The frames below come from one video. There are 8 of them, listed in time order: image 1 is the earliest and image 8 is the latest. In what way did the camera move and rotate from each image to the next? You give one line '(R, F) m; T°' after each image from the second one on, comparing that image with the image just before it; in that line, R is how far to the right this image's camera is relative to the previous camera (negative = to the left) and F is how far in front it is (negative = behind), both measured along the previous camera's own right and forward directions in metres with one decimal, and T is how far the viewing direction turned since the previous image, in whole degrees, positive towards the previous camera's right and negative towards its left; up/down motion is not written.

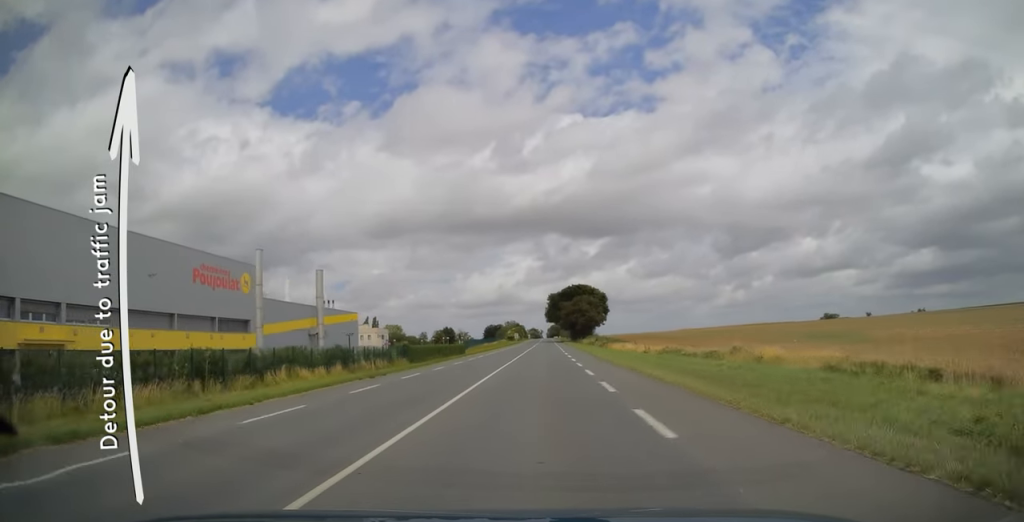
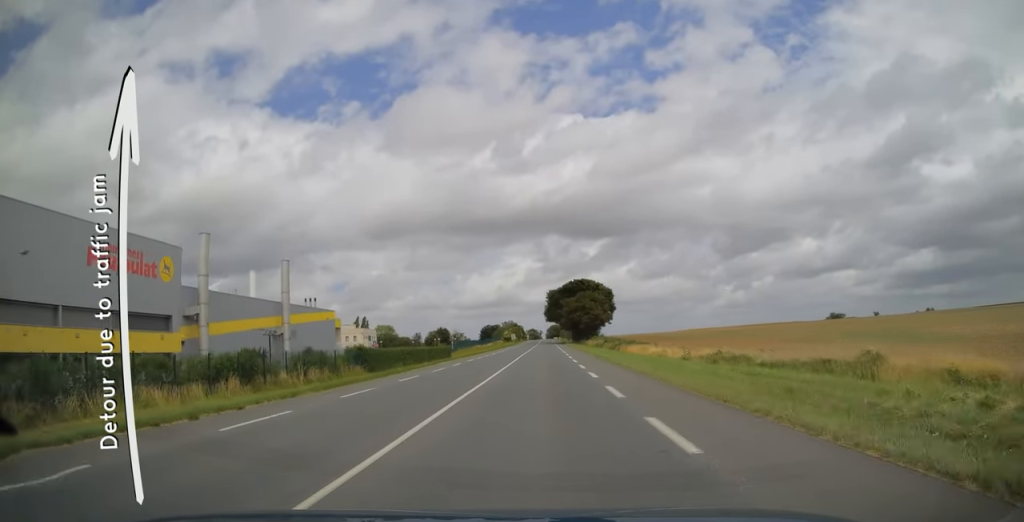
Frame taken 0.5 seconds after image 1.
(0.0, +14.1) m; 0°
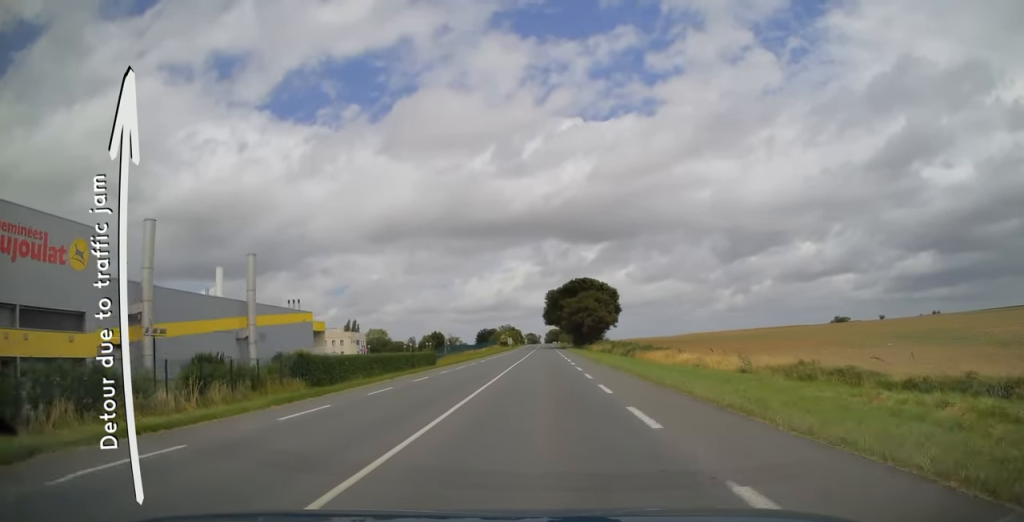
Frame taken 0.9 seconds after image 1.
(0.0, +10.9) m; 0°
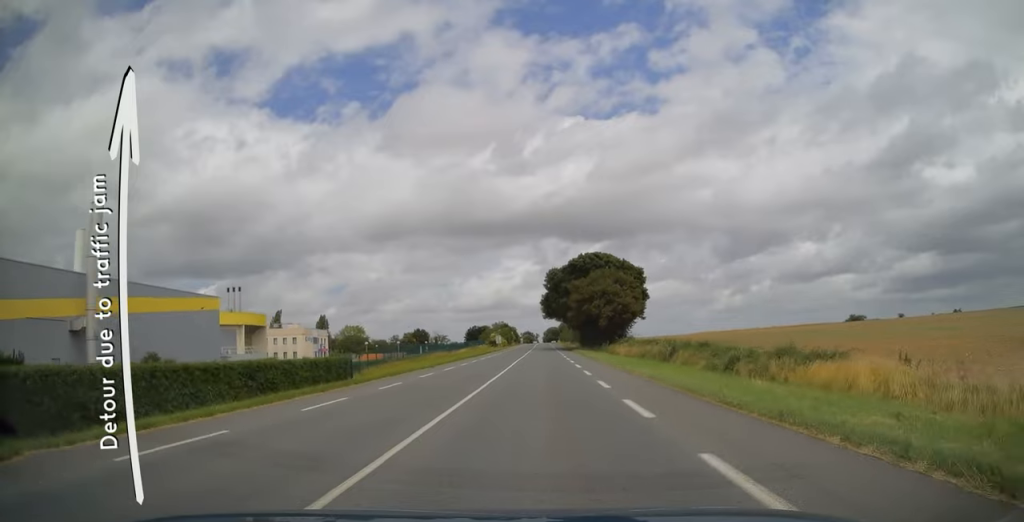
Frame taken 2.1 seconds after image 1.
(+0.1, +31.7) m; 0°
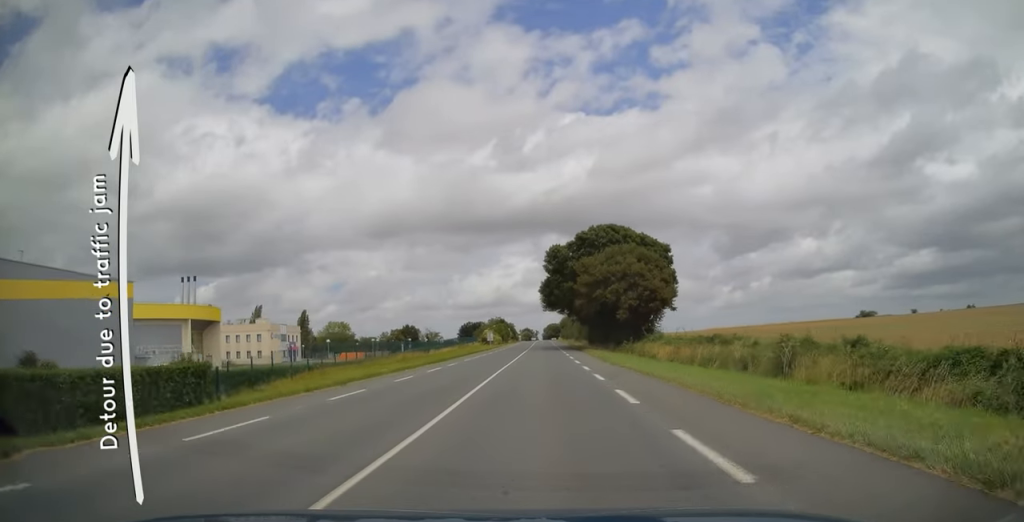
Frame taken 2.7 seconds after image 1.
(0.0, +18.0) m; 0°
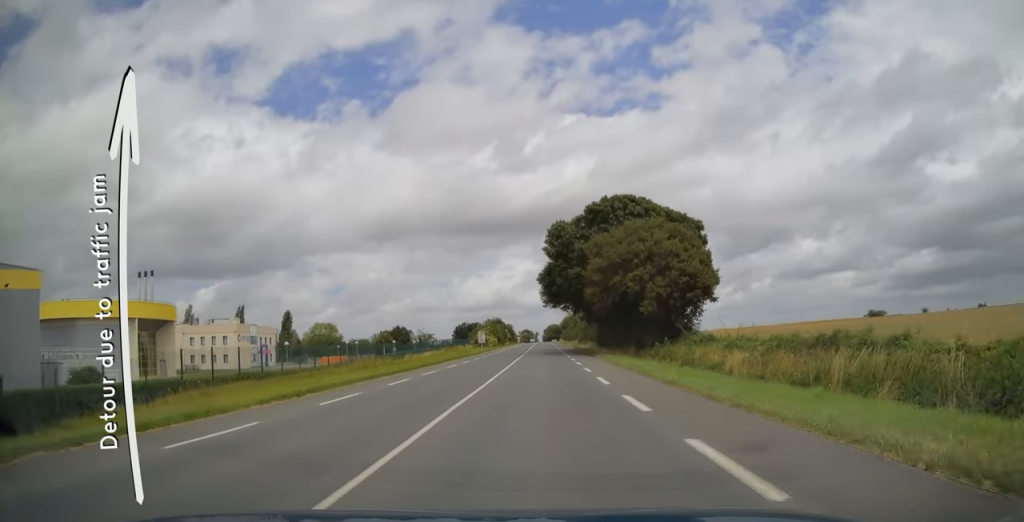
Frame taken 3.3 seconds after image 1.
(0.0, +13.9) m; 0°
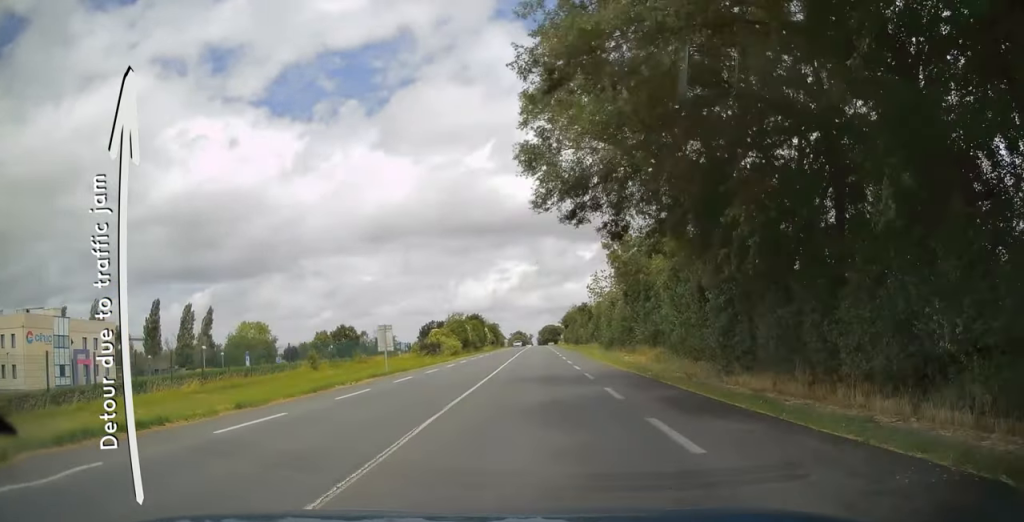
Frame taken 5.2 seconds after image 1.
(+0.1, +50.7) m; 0°
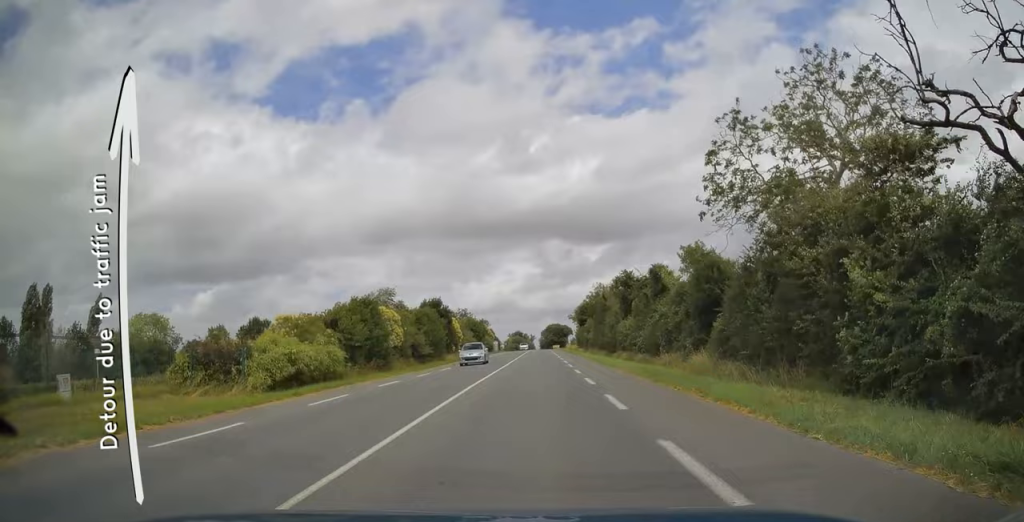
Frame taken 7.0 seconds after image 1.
(0.0, +48.0) m; 0°
